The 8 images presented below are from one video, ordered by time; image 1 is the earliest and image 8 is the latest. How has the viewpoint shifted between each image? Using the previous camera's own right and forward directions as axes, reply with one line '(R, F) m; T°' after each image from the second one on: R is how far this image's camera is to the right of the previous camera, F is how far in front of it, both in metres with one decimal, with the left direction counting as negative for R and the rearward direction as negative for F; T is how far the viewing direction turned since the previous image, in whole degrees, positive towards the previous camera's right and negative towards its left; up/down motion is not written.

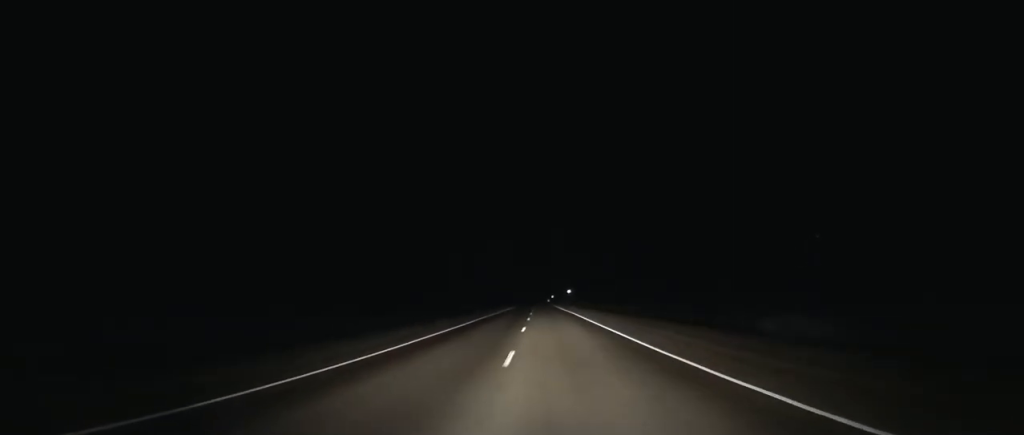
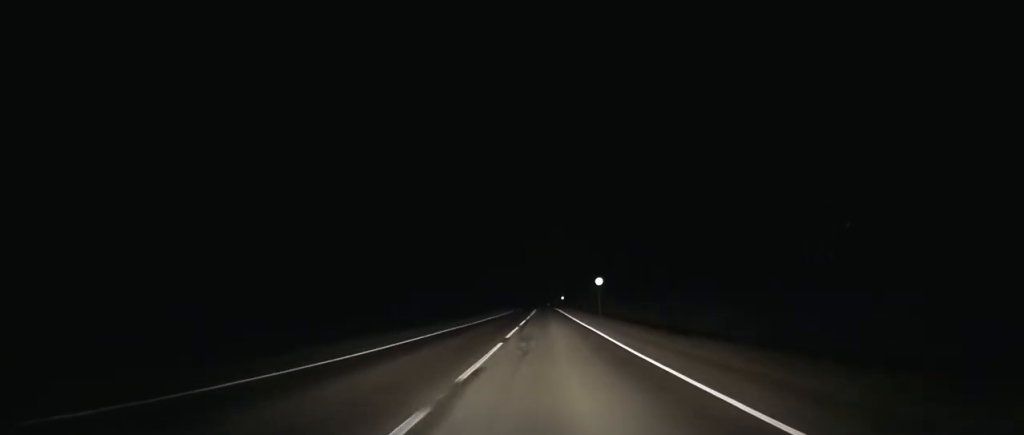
(-1.2, +183.0) m; 0°
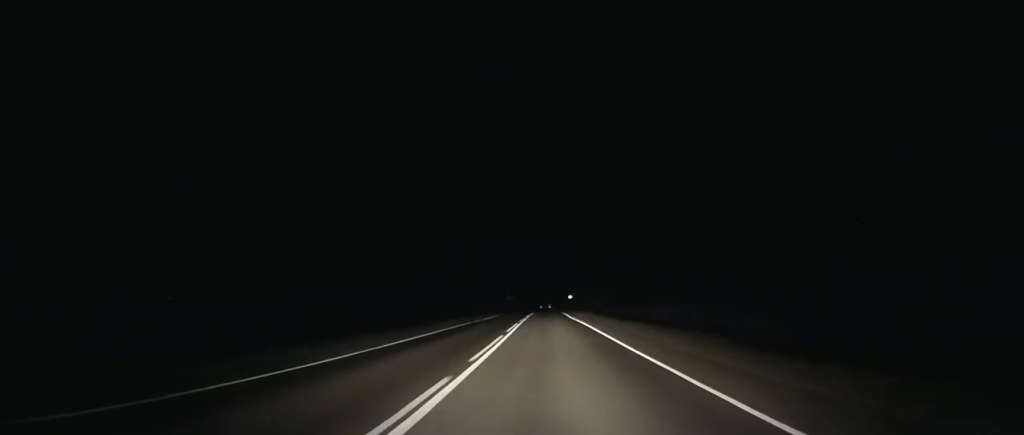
(0.0, +61.5) m; 0°
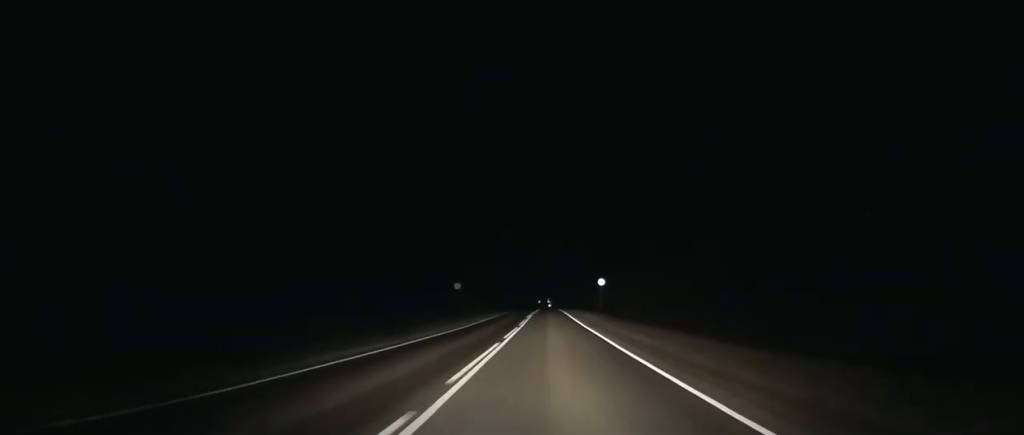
(-0.1, +88.8) m; 0°
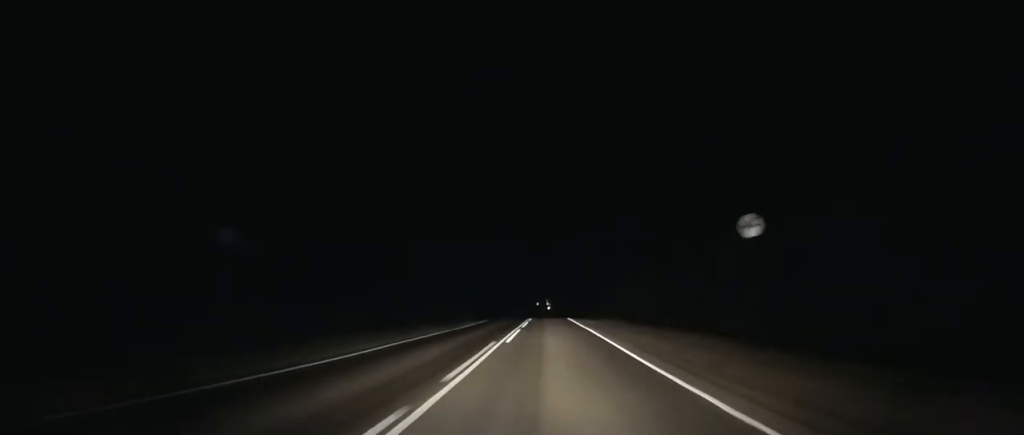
(0.0, +47.1) m; 0°
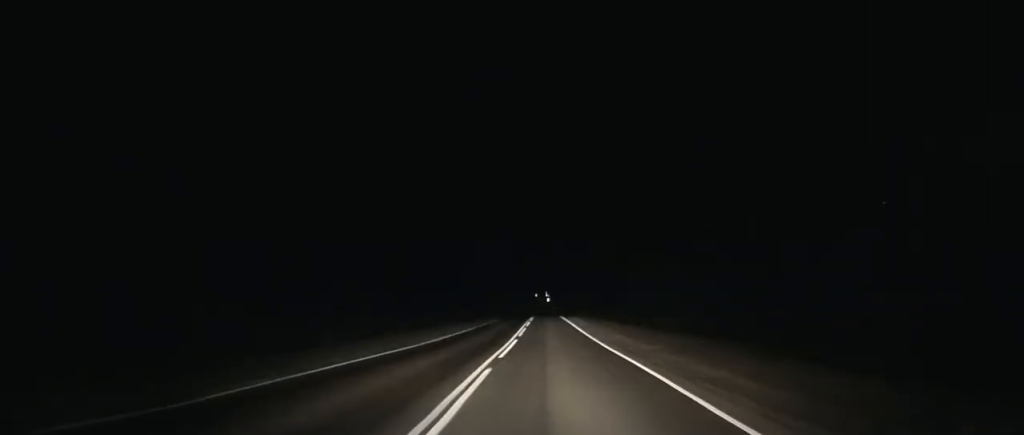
(-0.1, +50.9) m; 0°
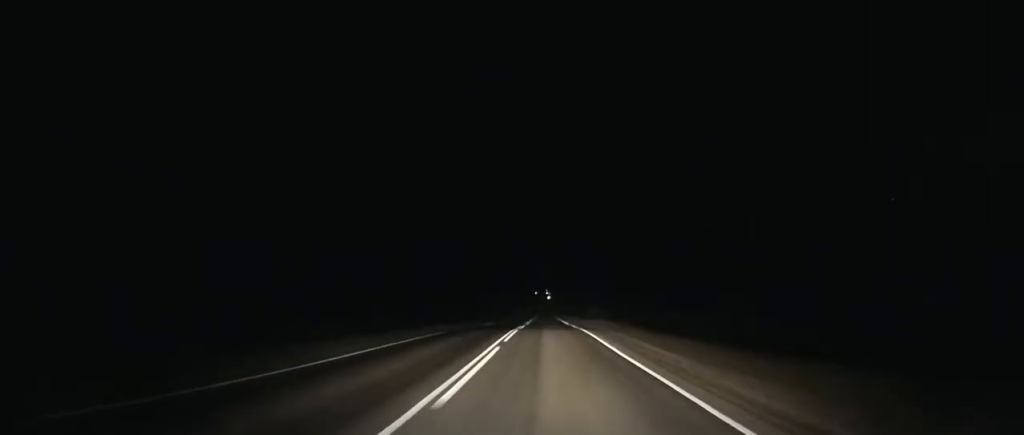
(0.0, +42.8) m; 0°
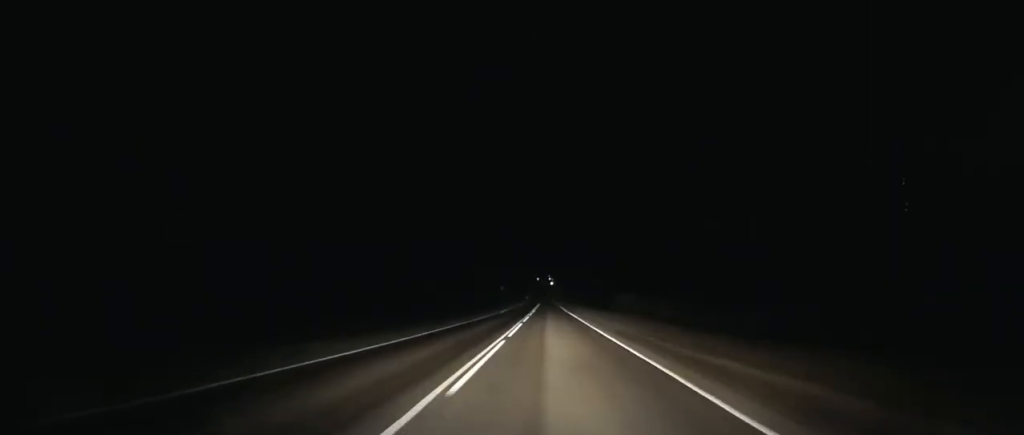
(-0.1, +49.1) m; 0°
